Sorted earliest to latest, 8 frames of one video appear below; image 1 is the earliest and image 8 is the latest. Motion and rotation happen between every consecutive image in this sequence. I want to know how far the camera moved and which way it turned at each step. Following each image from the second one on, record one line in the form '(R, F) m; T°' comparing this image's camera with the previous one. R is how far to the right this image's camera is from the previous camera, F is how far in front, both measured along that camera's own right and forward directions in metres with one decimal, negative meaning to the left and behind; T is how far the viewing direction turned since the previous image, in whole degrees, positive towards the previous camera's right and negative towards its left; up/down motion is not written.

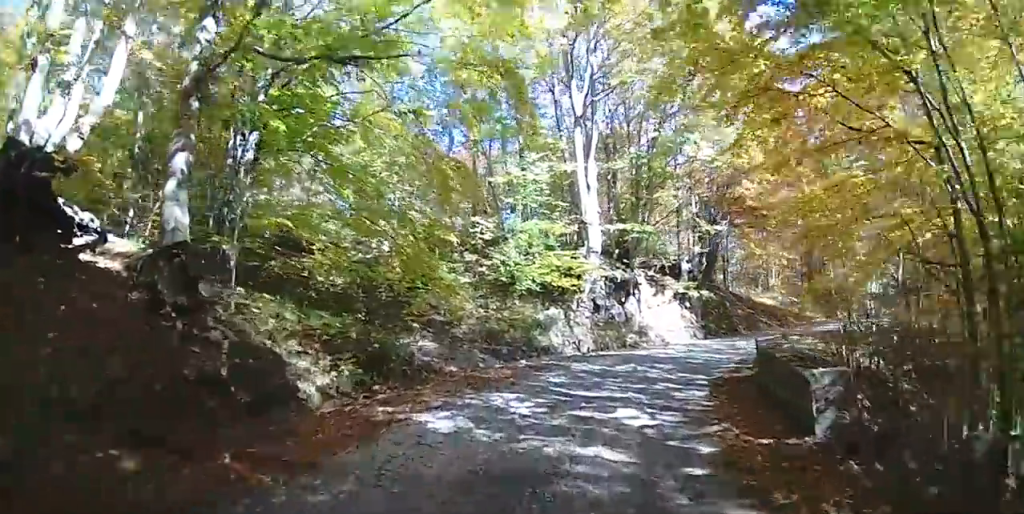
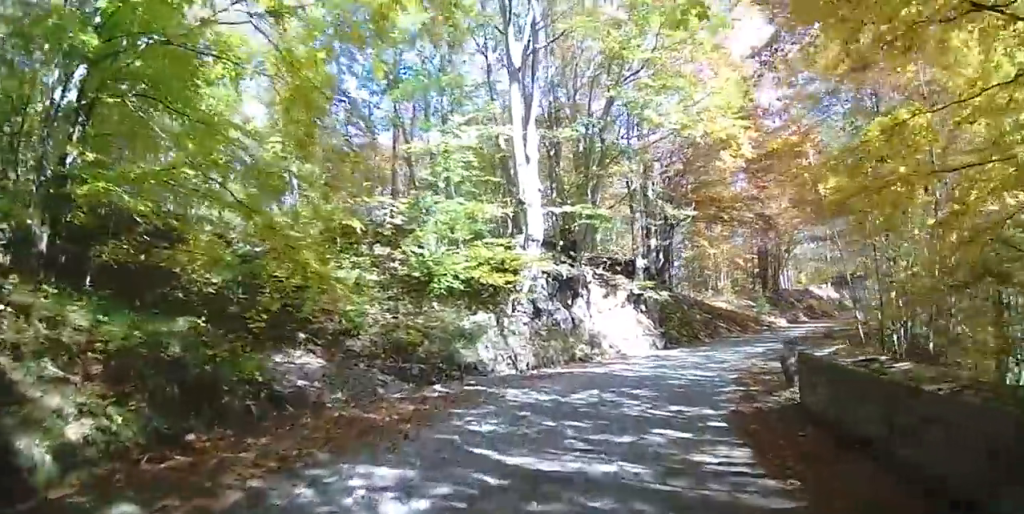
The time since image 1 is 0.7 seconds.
(0.0, +4.4) m; +1°
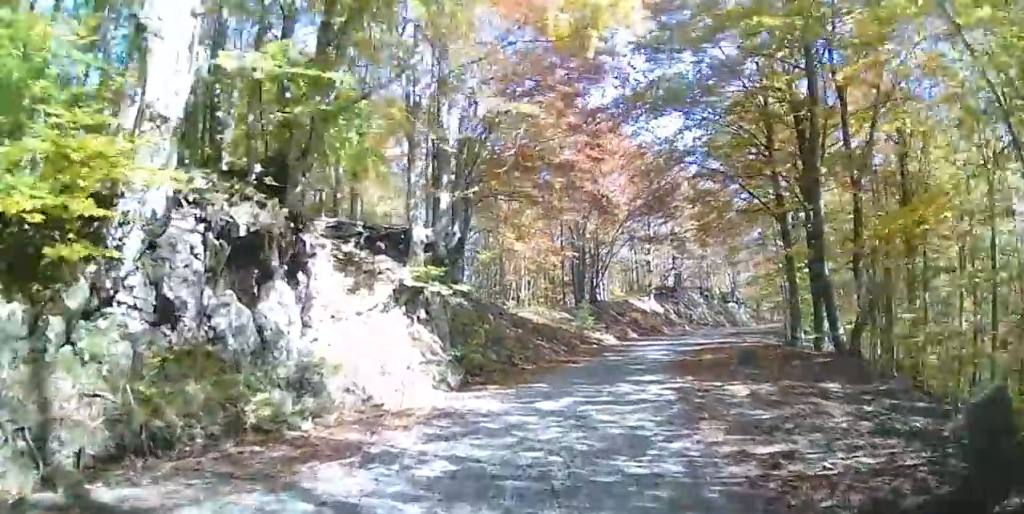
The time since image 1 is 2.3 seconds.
(+0.8, +9.3) m; +17°
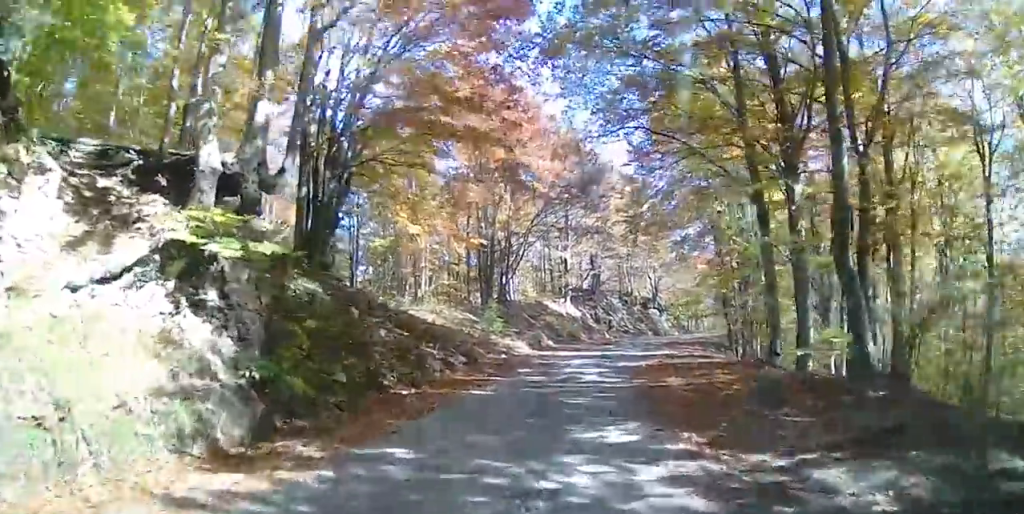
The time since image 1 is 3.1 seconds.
(+0.6, +5.1) m; +16°
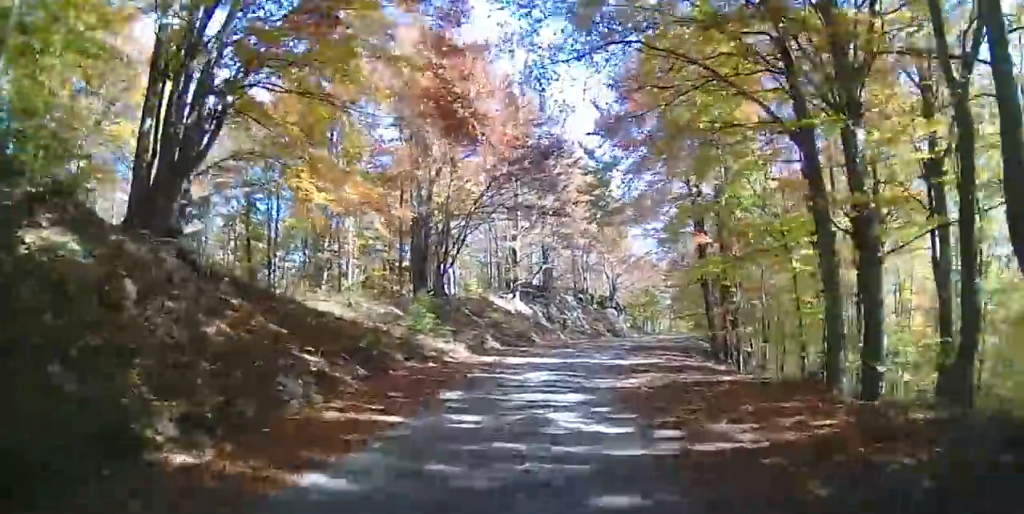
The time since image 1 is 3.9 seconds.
(+0.7, +5.6) m; +11°
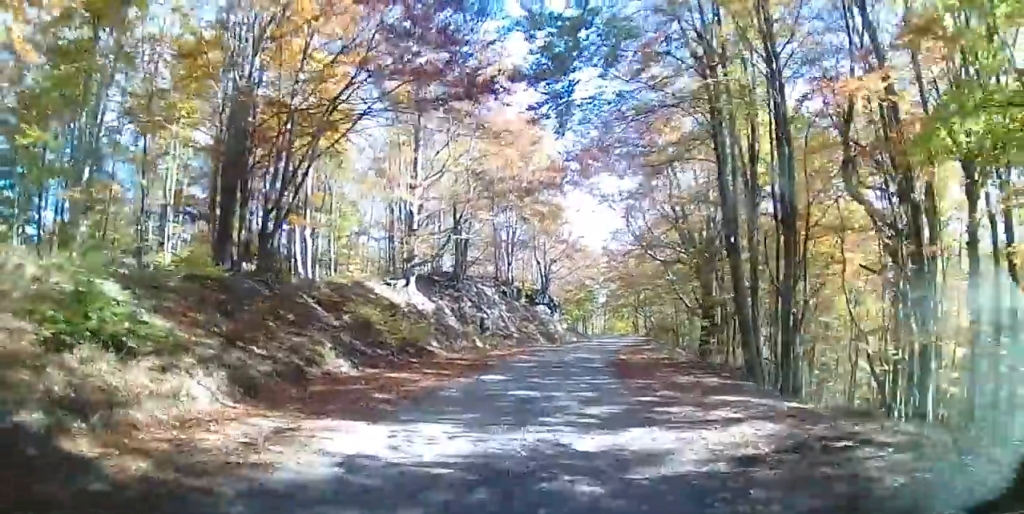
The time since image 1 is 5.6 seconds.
(+0.9, +12.0) m; +7°
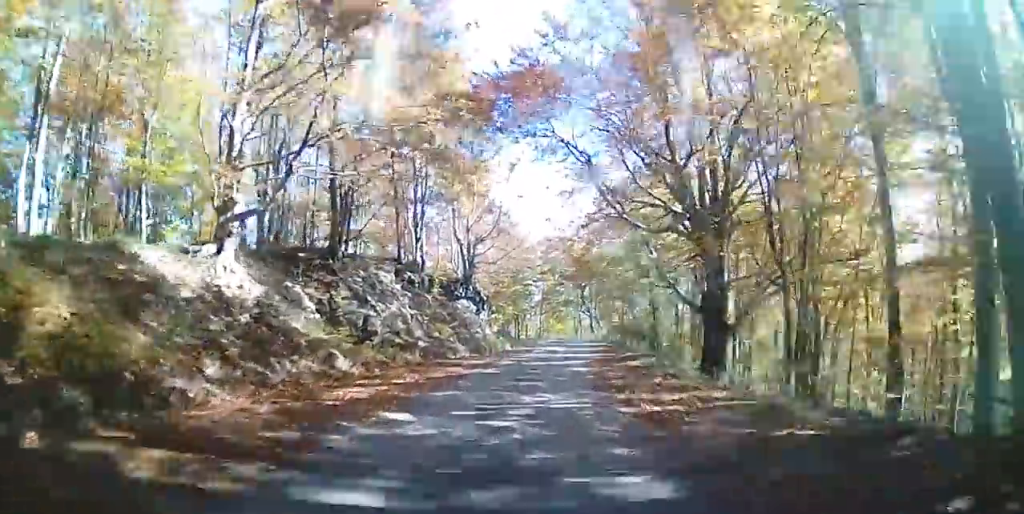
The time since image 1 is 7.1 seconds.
(+0.7, +11.5) m; +5°
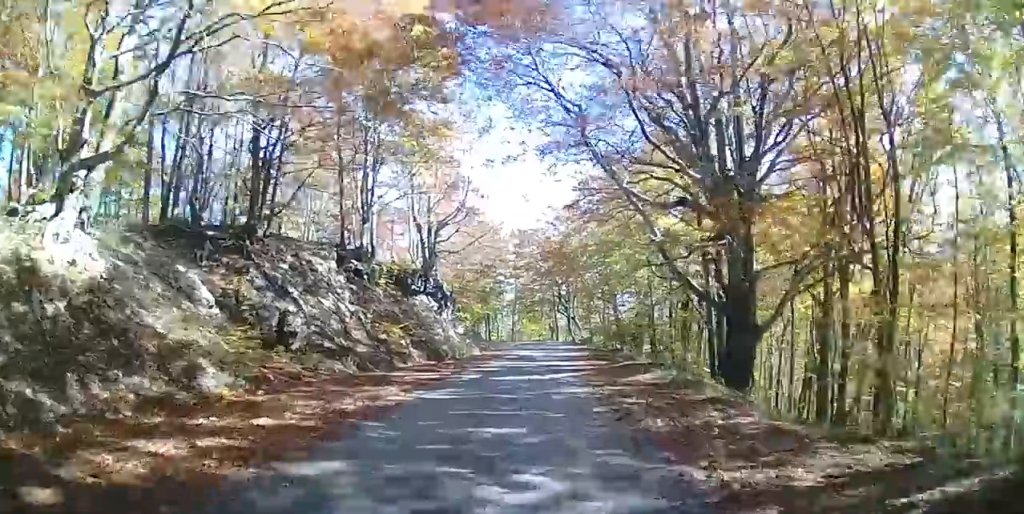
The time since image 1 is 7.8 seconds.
(0.0, +5.1) m; +1°
